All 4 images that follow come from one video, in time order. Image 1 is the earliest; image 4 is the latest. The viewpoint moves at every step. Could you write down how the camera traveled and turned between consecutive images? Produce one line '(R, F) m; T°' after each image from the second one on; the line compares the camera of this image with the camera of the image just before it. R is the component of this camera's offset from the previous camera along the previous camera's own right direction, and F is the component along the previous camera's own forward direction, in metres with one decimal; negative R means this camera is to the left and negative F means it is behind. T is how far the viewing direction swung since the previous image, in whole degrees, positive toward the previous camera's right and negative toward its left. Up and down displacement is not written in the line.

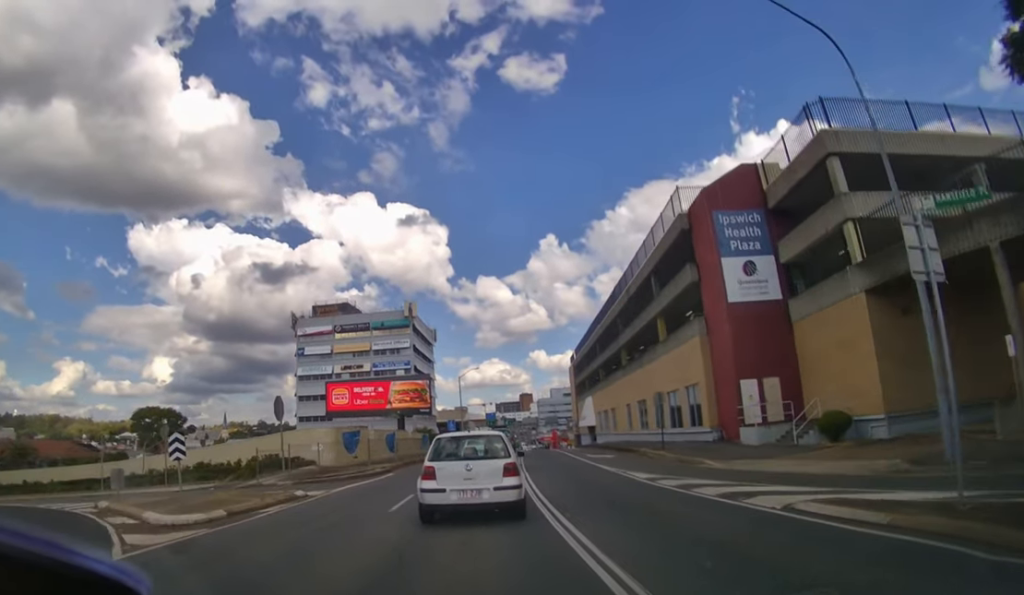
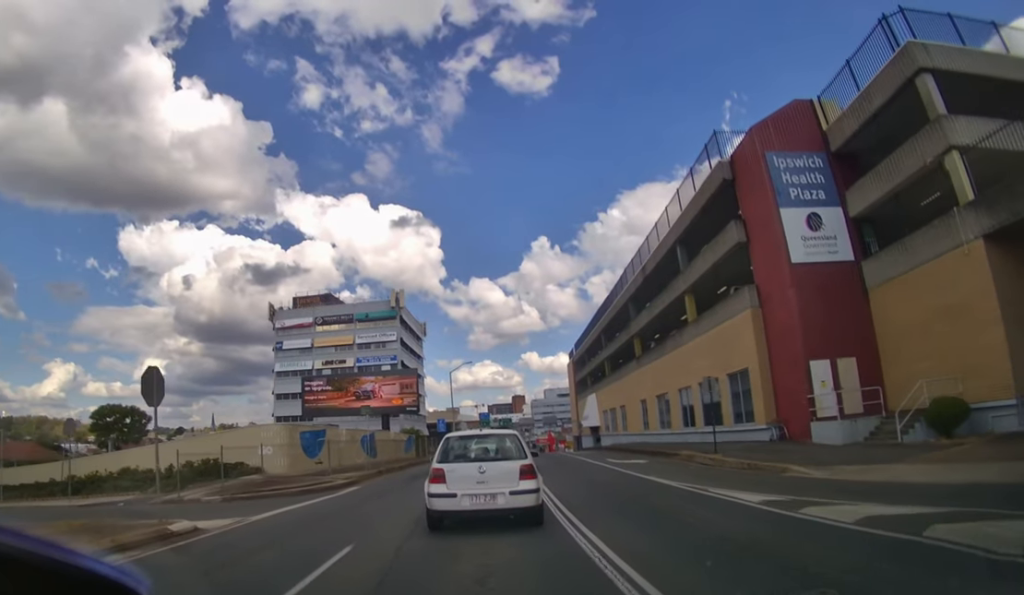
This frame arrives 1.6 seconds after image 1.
(0.0, +7.1) m; +2°
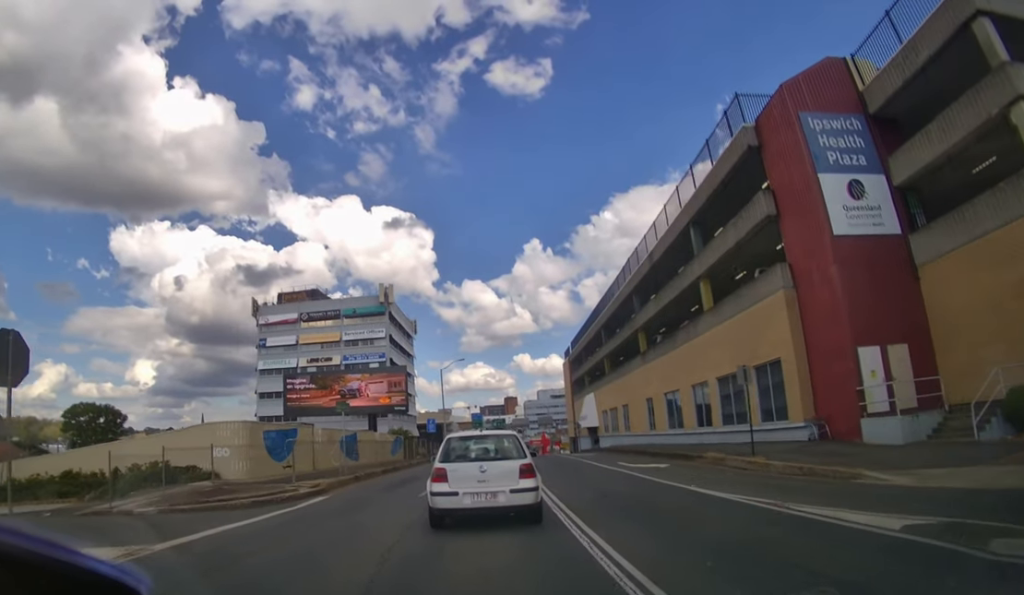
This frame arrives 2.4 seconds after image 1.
(0.0, +3.4) m; +2°
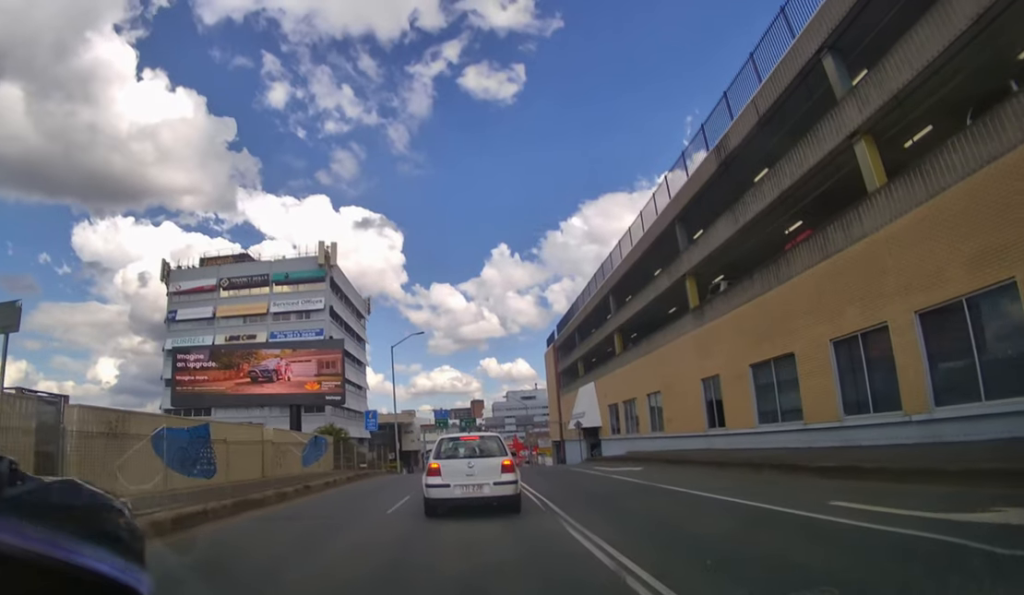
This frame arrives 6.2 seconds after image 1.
(+0.5, +14.4) m; +4°
